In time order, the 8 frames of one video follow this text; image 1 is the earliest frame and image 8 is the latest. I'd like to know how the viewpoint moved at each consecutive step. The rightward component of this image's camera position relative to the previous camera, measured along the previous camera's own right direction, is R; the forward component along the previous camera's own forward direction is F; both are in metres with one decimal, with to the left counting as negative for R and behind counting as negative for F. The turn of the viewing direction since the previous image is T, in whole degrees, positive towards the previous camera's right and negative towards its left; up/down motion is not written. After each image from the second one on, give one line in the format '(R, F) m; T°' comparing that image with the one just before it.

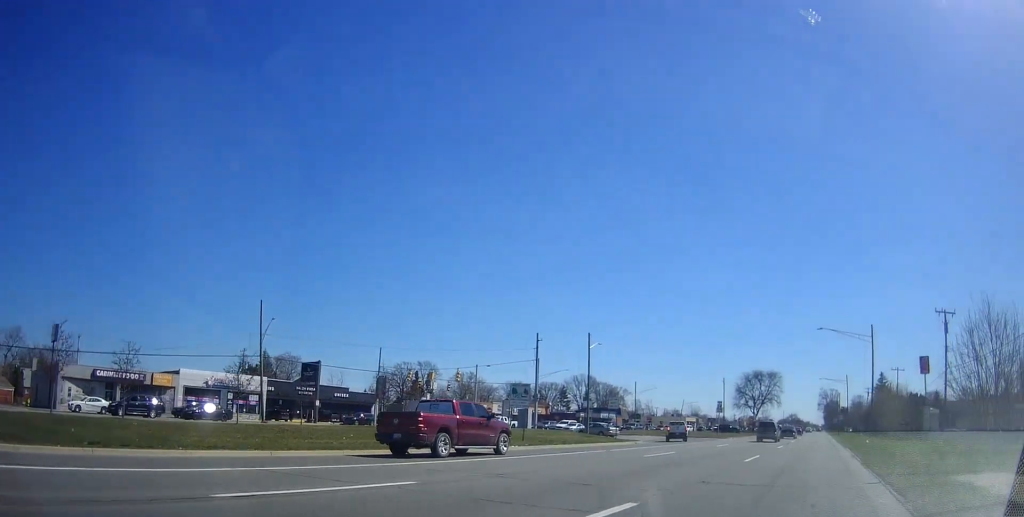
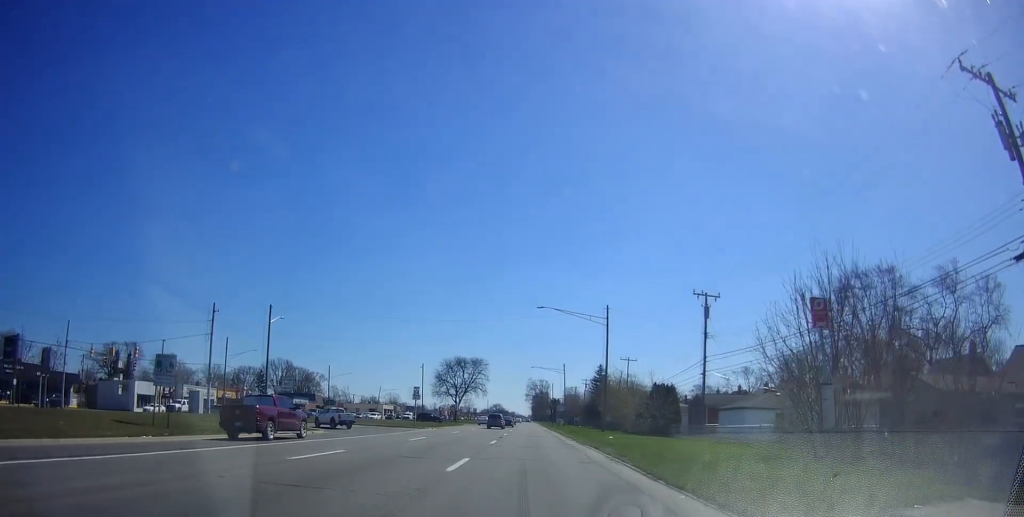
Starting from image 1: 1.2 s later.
(+1.1, +5.8) m; +17°
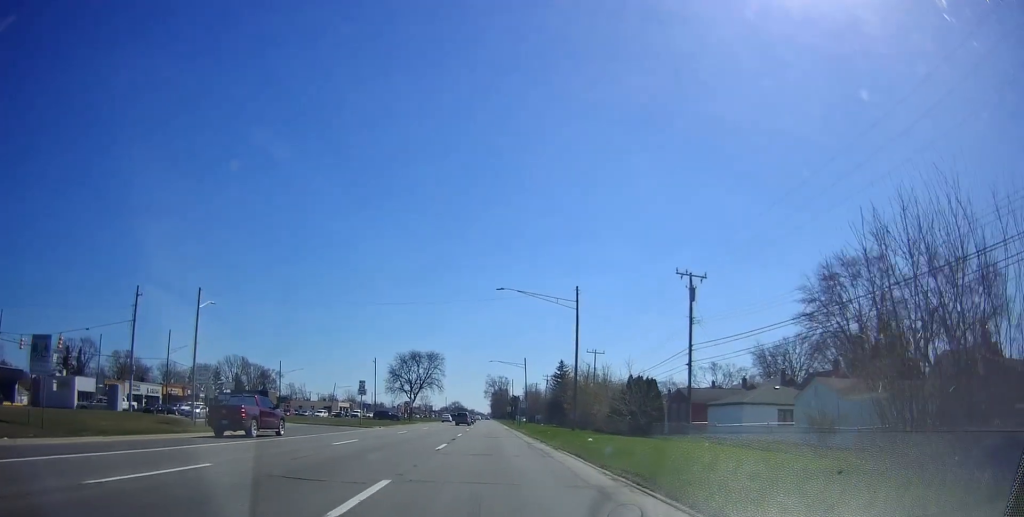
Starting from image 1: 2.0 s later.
(+0.3, +5.7) m; +8°
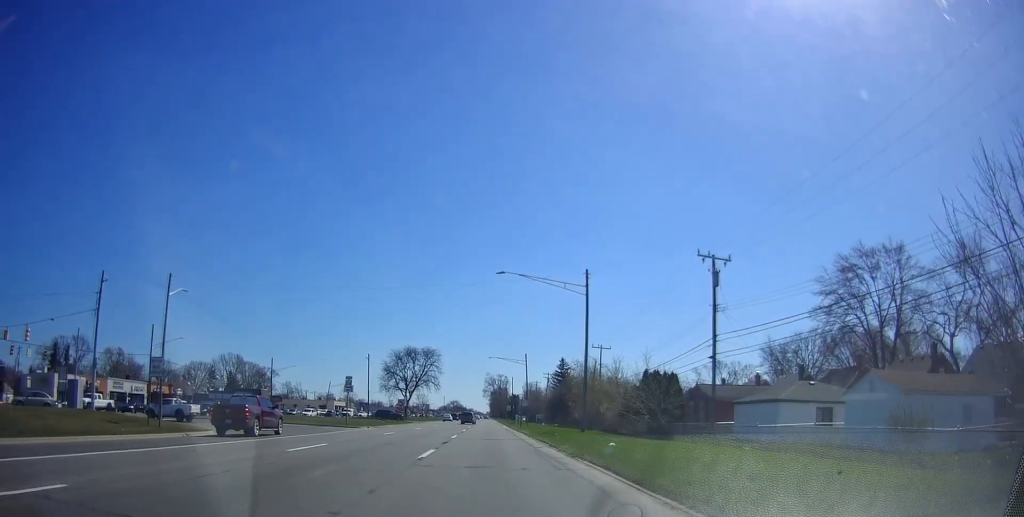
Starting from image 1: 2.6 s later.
(+0.2, +4.5) m; +4°
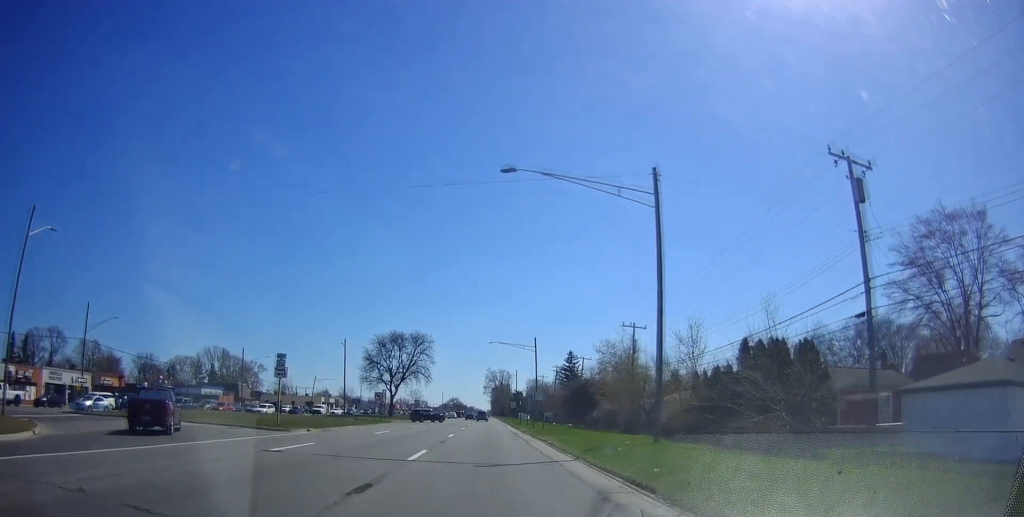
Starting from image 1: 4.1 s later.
(+1.1, +16.2) m; +4°
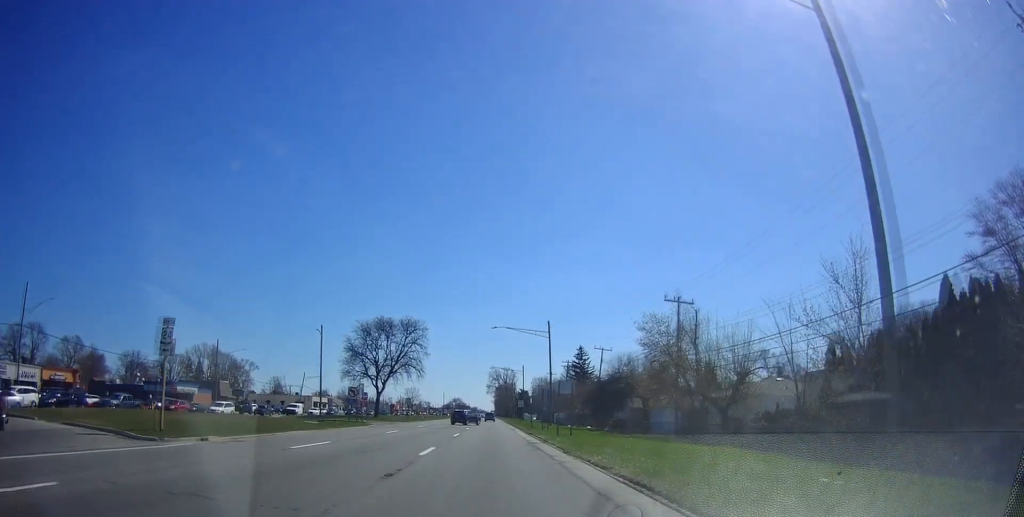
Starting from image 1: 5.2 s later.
(0.0, +13.2) m; 0°
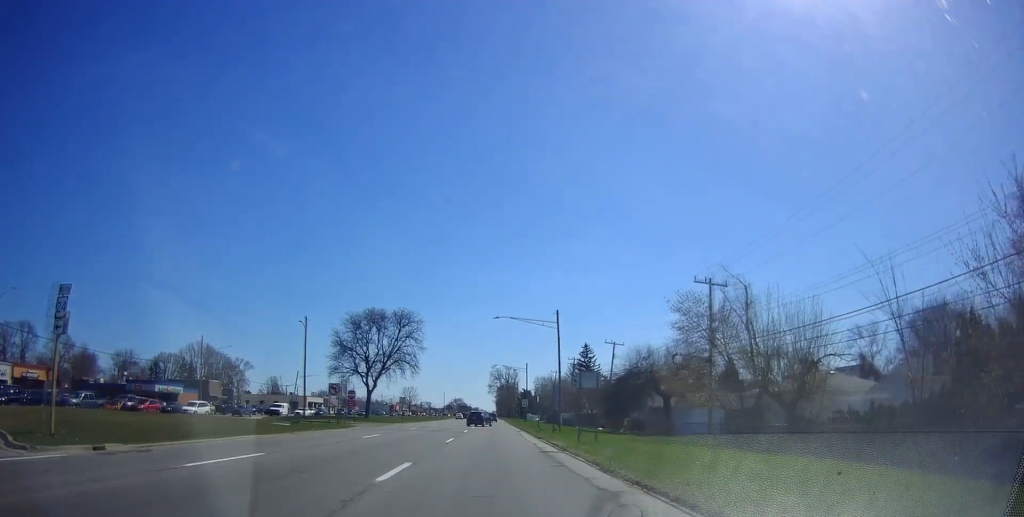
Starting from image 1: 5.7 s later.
(0.0, +6.8) m; -1°
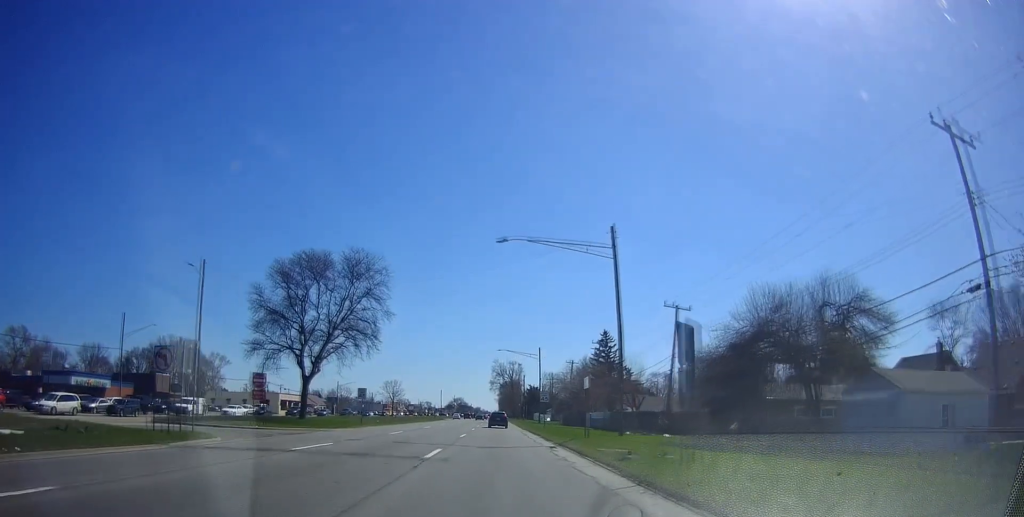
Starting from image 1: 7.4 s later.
(-0.5, +24.6) m; -1°
